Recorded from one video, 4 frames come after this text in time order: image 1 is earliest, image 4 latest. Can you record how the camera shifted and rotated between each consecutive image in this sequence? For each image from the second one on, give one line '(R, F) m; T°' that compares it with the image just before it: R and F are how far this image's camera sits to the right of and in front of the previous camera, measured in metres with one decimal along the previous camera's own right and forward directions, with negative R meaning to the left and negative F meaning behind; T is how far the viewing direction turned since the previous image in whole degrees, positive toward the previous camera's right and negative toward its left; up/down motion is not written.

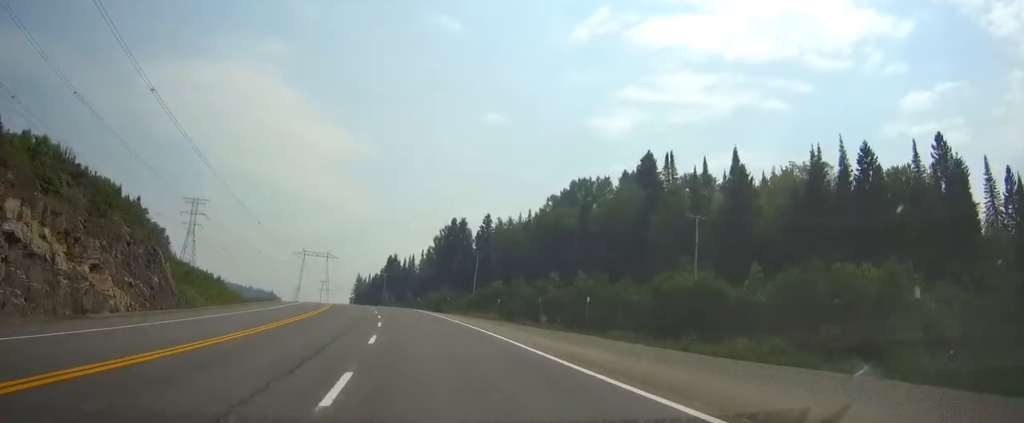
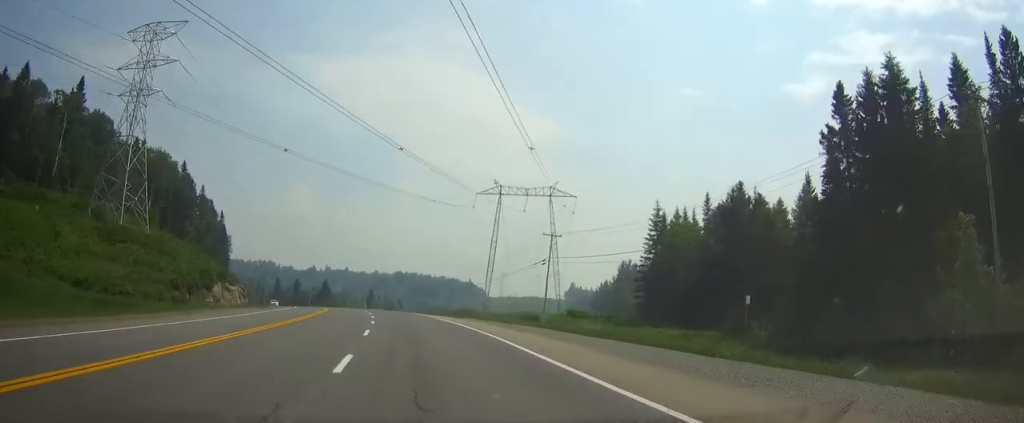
(-25.8, +162.5) m; -18°
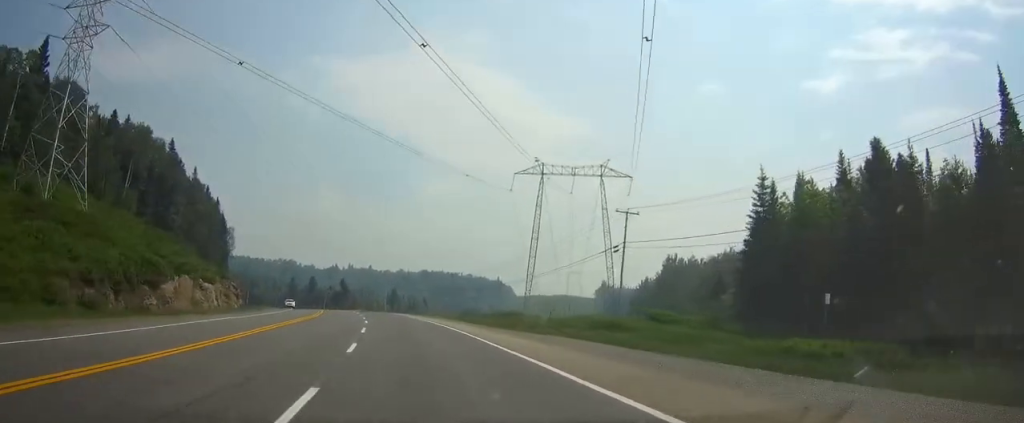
(-0.3, +21.9) m; -2°
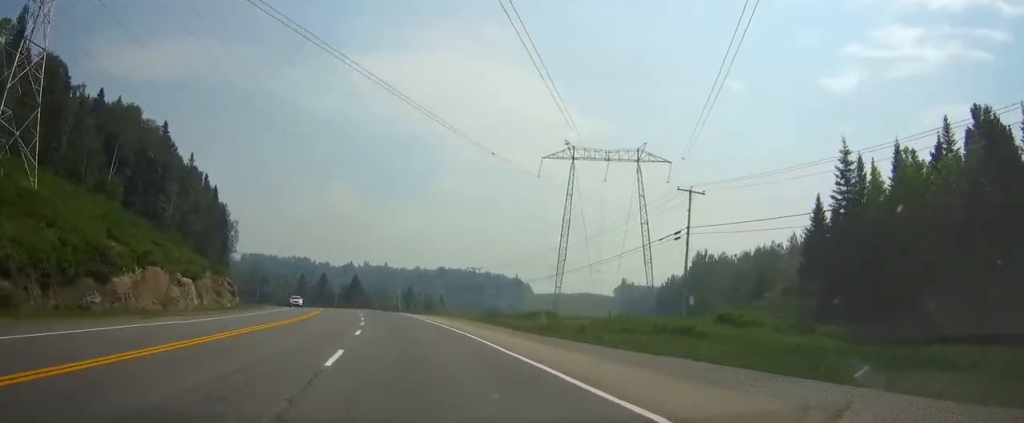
(-0.1, +11.9) m; -1°
